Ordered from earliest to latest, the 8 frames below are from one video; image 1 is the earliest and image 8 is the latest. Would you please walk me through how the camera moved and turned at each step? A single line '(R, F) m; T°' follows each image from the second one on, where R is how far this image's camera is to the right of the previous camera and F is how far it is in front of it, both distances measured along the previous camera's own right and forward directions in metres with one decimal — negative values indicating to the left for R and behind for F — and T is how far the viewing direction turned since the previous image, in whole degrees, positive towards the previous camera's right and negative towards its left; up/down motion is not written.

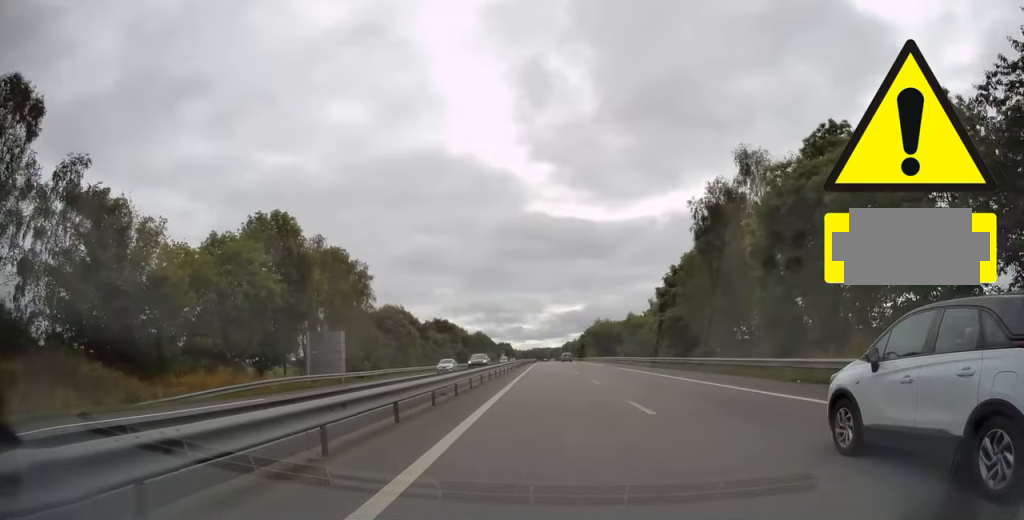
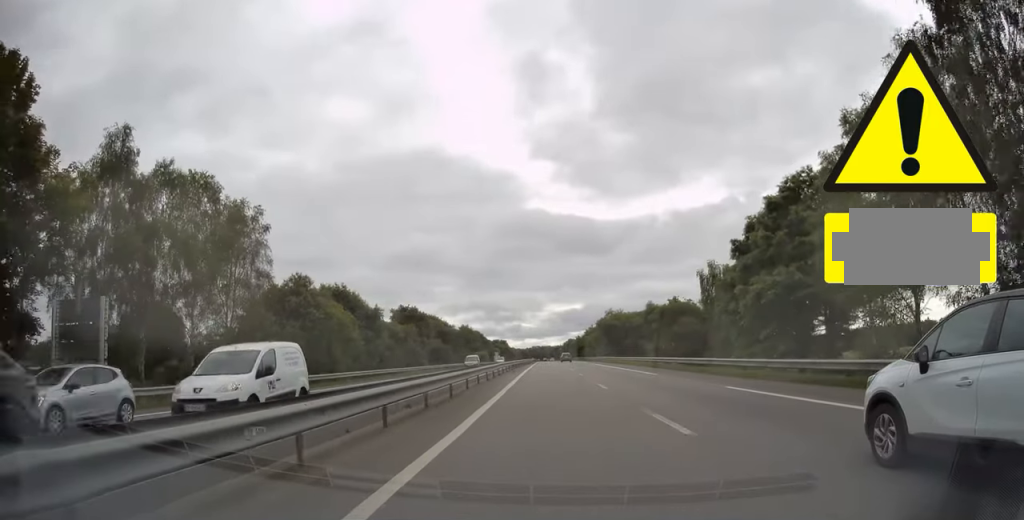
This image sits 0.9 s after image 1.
(-0.2, +28.7) m; 0°
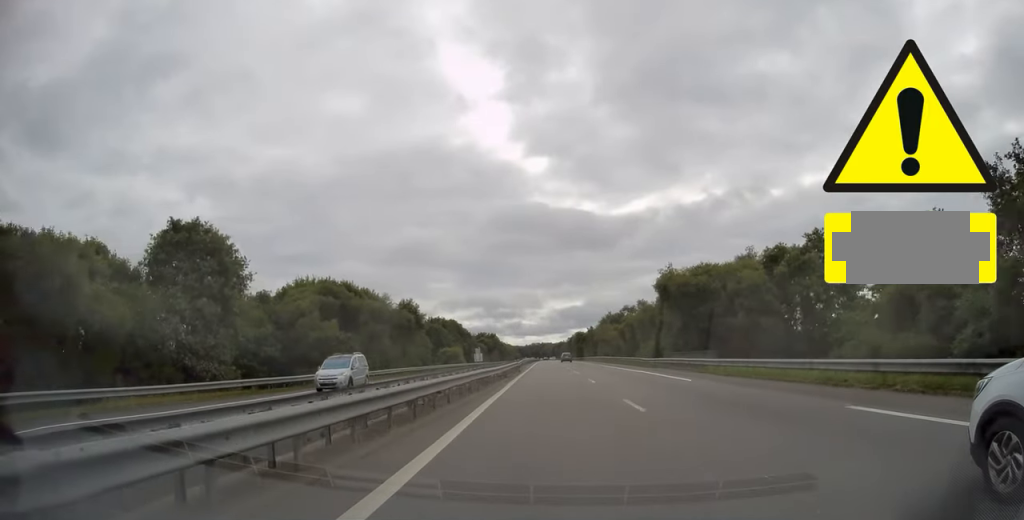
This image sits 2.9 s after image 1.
(+0.4, +60.2) m; 0°
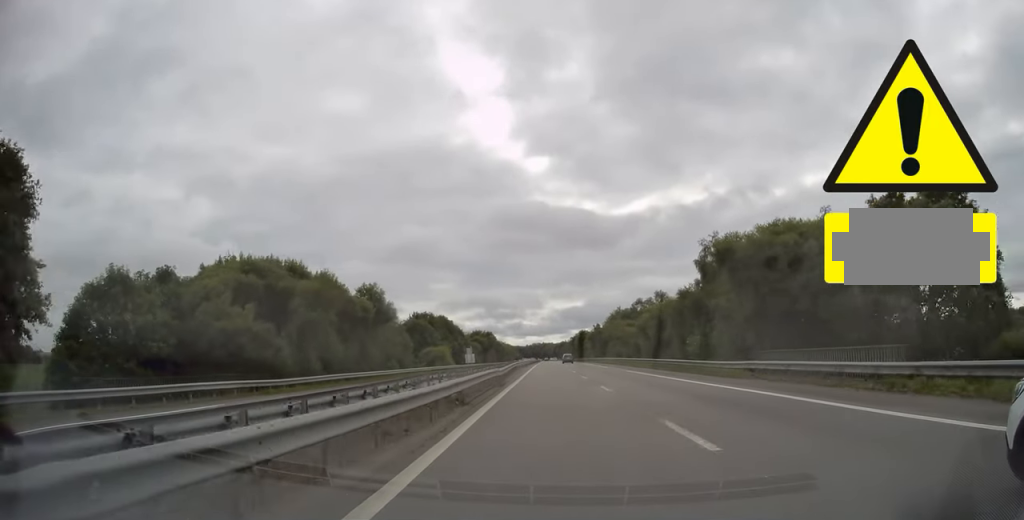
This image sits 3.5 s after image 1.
(-0.1, +18.0) m; 0°
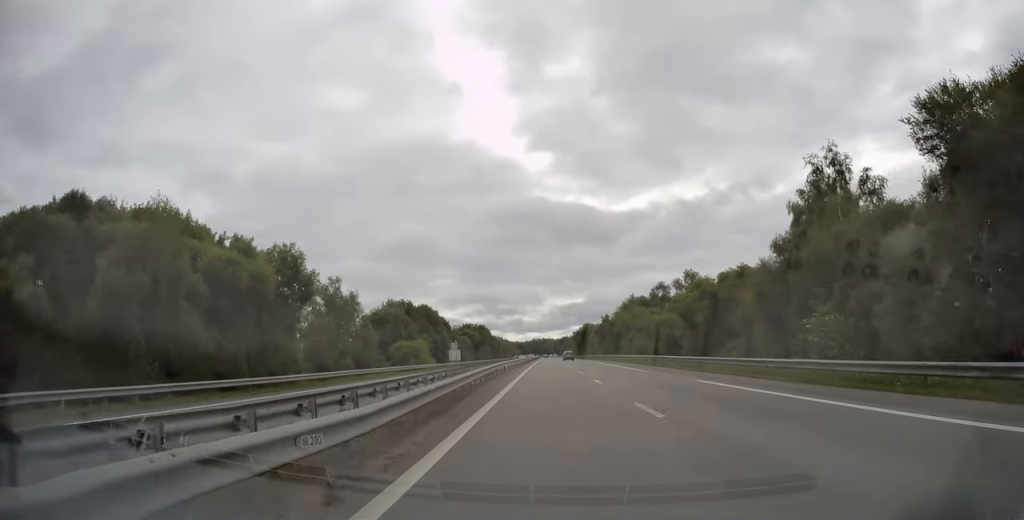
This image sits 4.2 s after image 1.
(0.0, +21.6) m; 0°
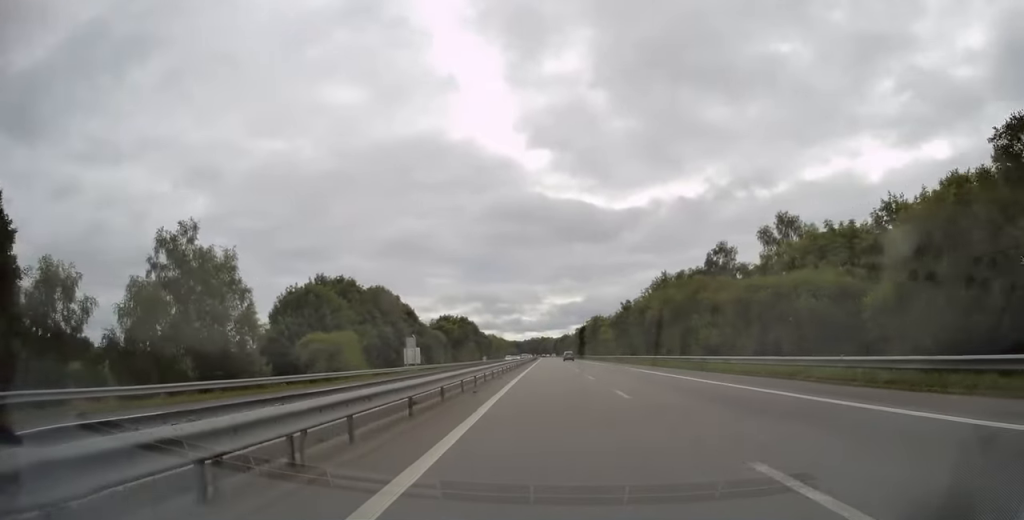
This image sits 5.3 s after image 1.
(0.0, +34.0) m; 0°
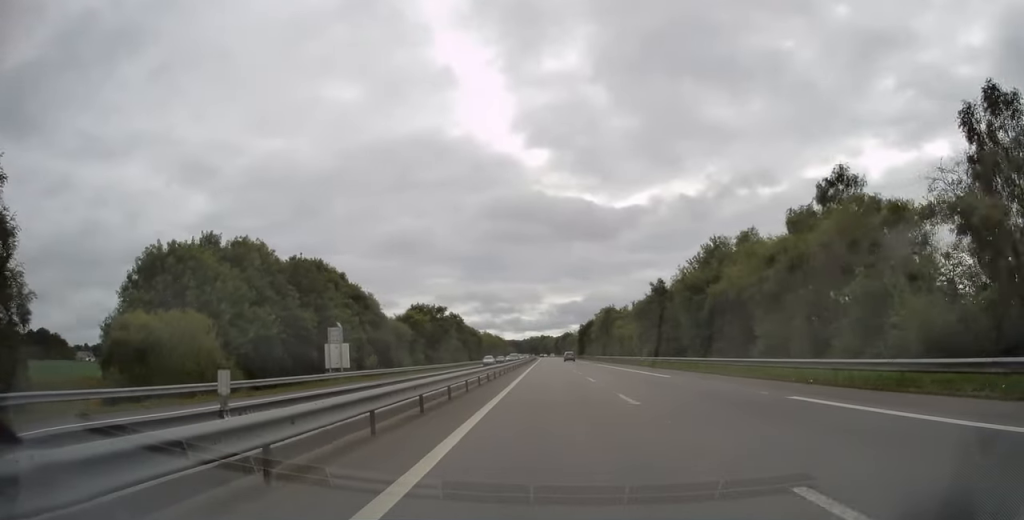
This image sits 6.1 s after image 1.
(0.0, +26.8) m; +1°
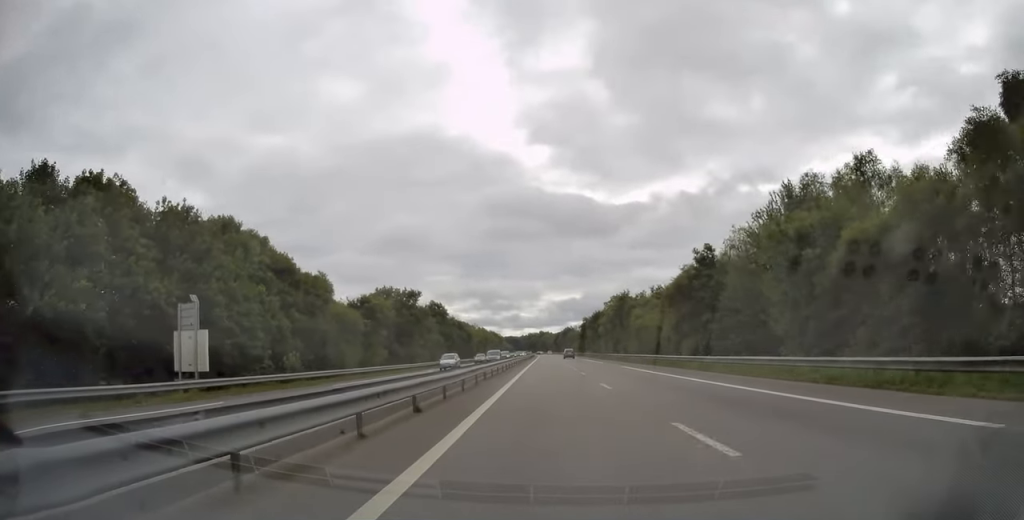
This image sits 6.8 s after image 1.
(+0.1, +20.6) m; 0°
